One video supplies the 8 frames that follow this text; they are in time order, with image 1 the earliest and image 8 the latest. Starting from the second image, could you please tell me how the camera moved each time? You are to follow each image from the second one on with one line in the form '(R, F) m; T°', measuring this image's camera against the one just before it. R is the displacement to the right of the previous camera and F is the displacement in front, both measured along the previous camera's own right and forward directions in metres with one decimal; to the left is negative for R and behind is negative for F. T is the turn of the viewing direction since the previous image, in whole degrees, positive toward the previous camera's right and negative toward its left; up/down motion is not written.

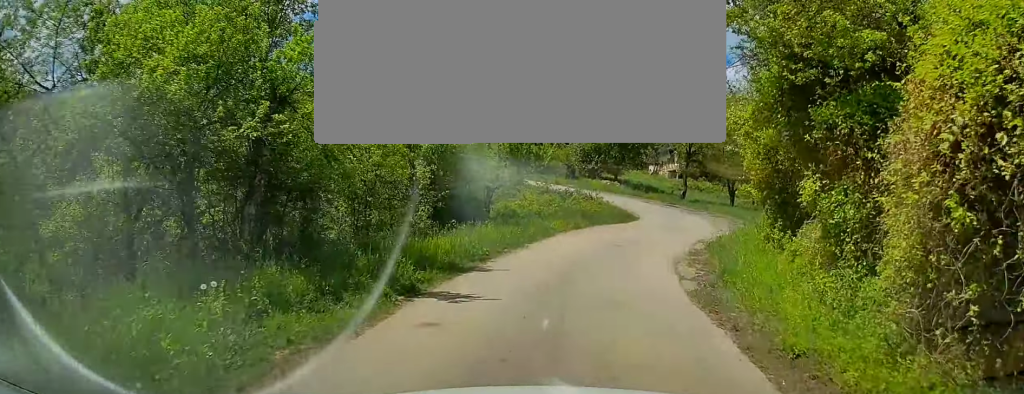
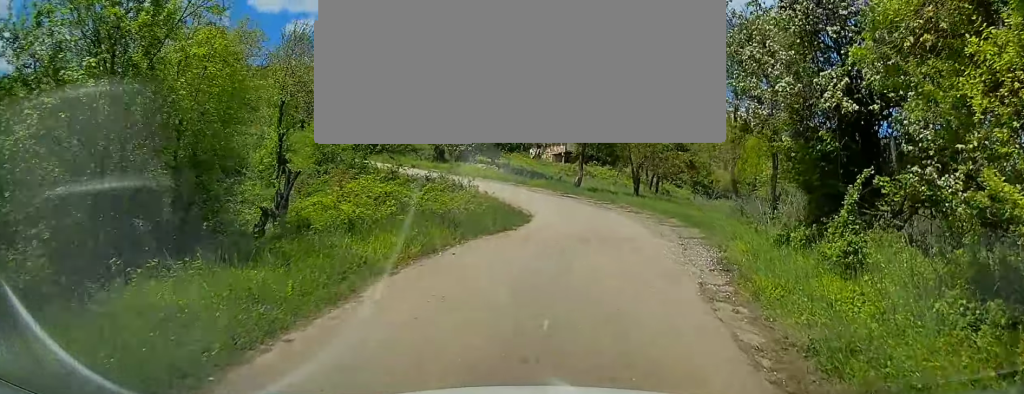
(+1.1, +10.4) m; +11°
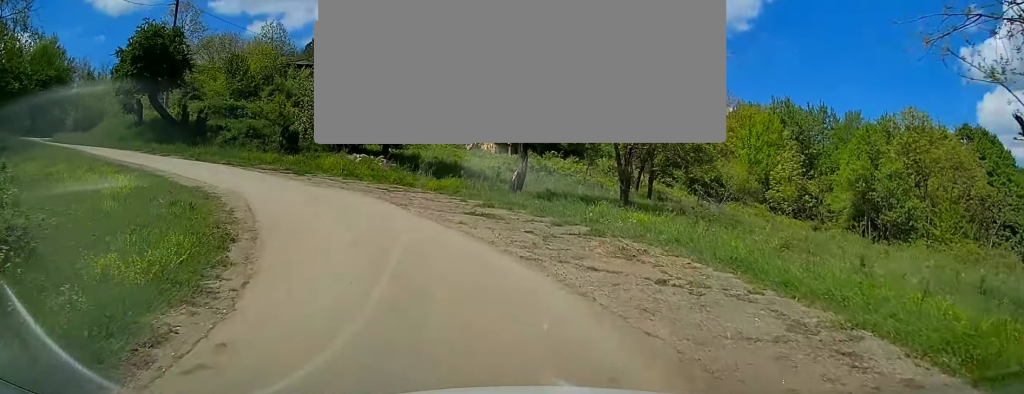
(+1.9, +19.7) m; 0°
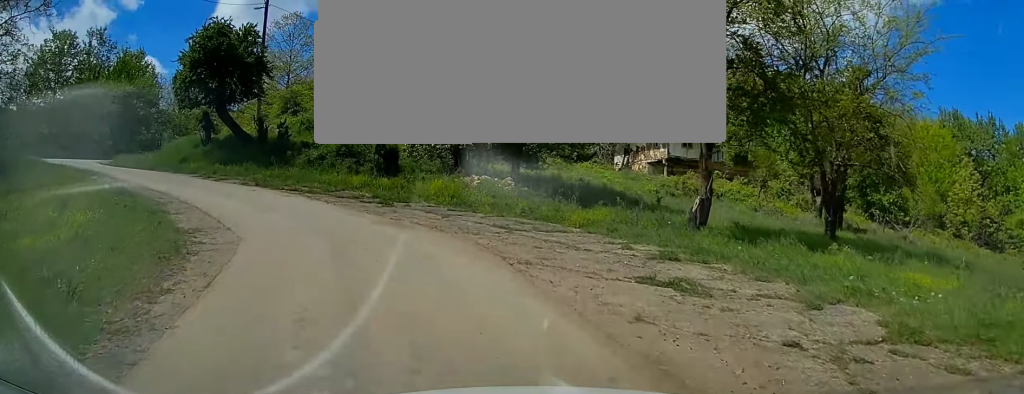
(-0.2, +6.7) m; -11°
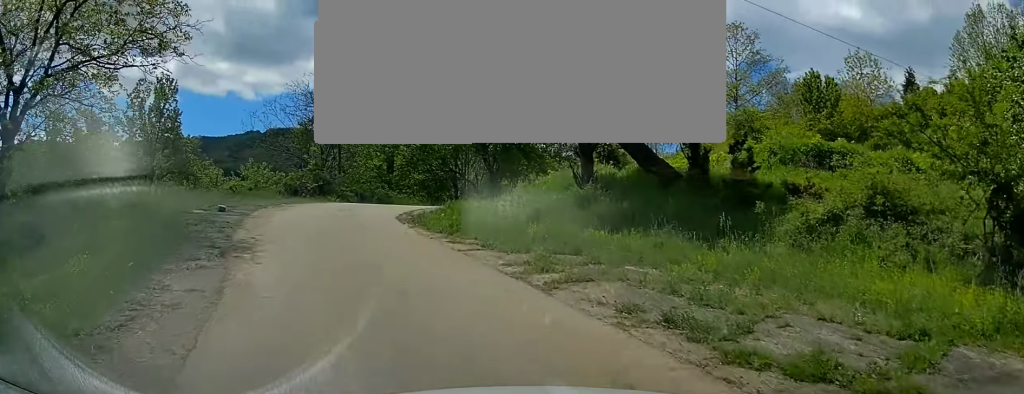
(-5.3, +12.6) m; -38°
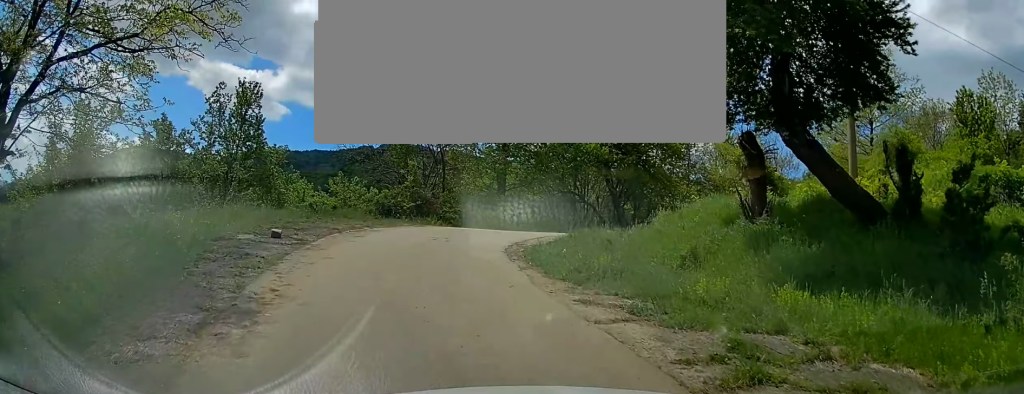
(-0.3, +3.7) m; -5°
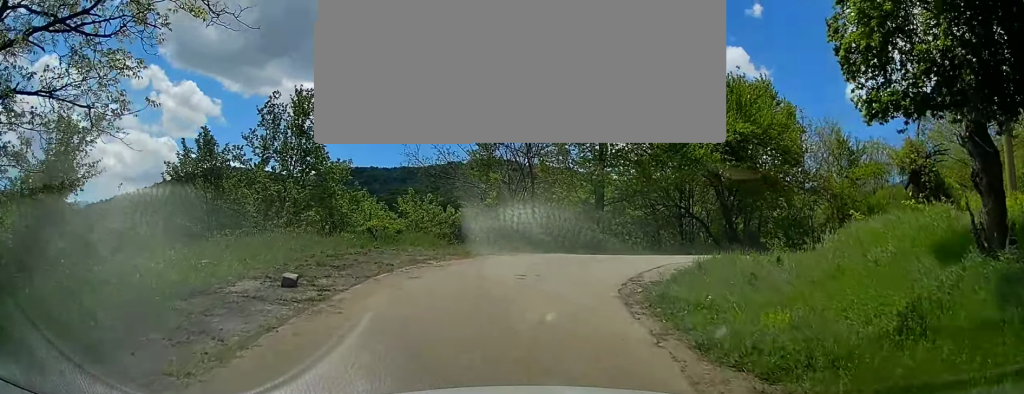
(+0.1, +3.9) m; -2°
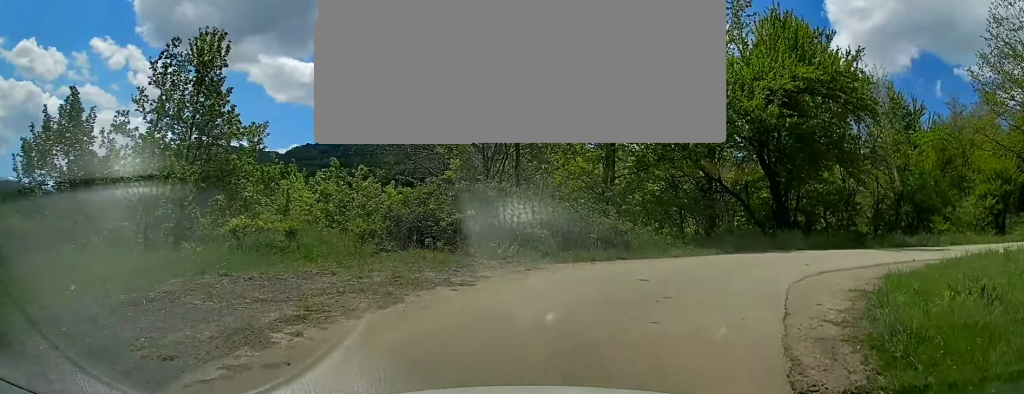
(-0.4, +7.5) m; +1°
